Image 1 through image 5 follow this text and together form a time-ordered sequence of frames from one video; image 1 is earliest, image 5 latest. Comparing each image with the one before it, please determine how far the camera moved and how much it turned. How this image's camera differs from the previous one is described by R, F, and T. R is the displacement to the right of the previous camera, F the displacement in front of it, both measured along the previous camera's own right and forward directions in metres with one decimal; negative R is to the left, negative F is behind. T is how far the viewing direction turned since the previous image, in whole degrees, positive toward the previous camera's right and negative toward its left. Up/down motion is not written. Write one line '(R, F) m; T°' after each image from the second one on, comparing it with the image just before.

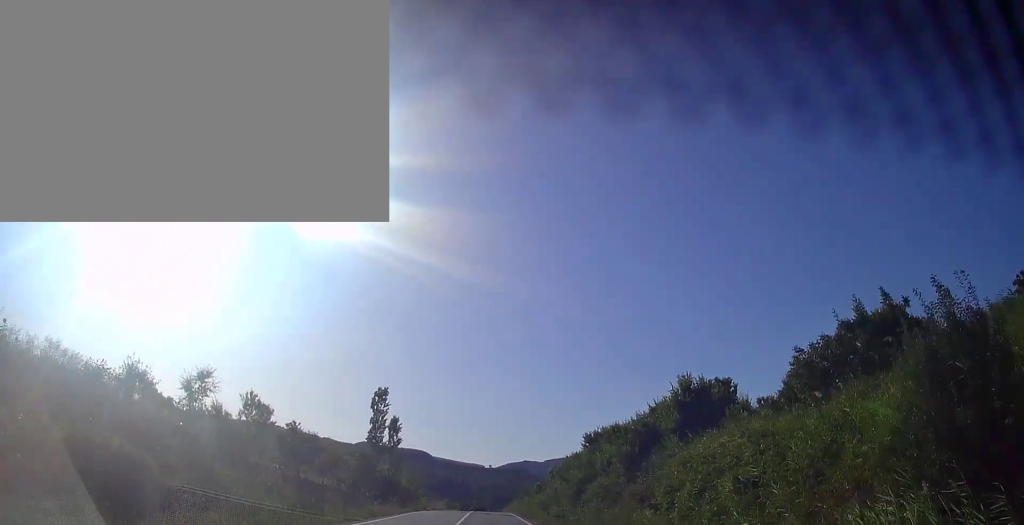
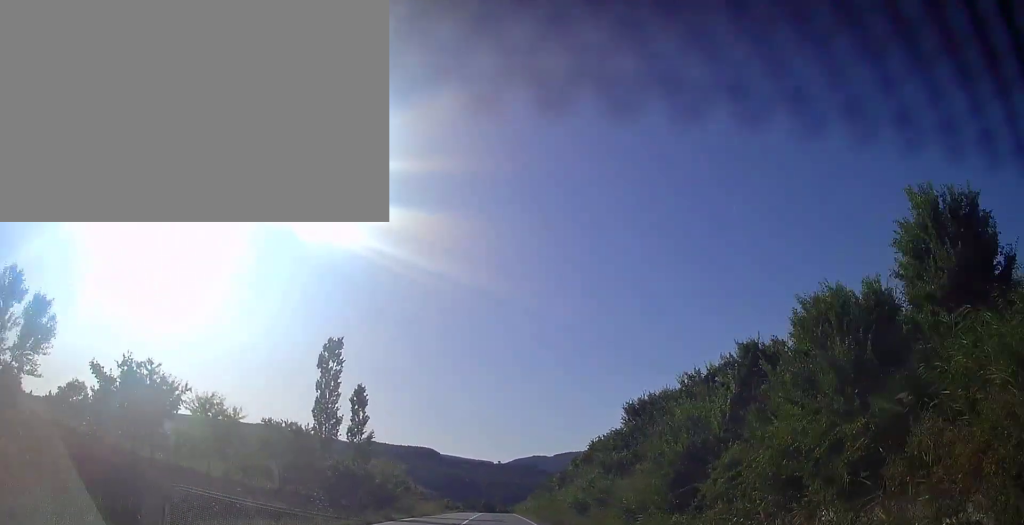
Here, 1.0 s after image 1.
(-0.1, +20.8) m; -1°
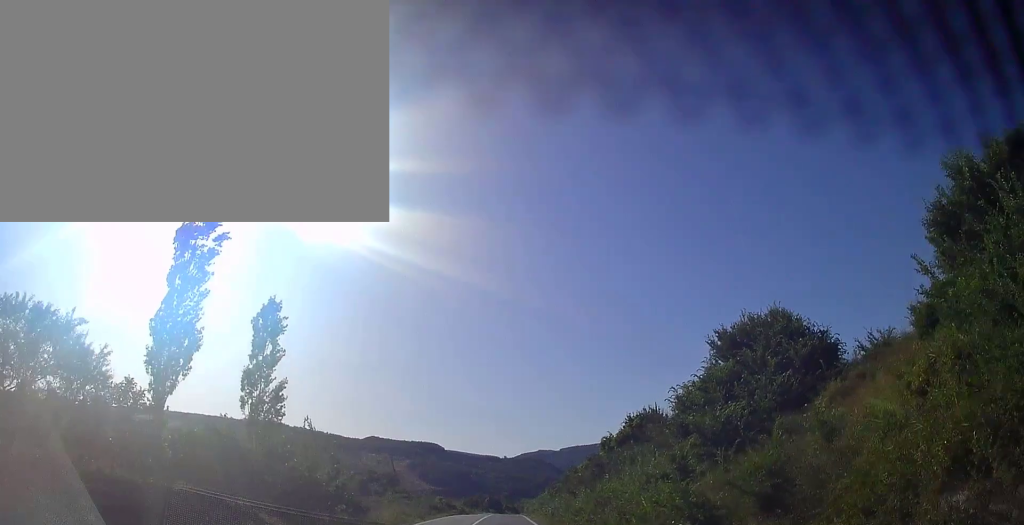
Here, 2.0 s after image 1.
(-0.1, +22.4) m; -1°
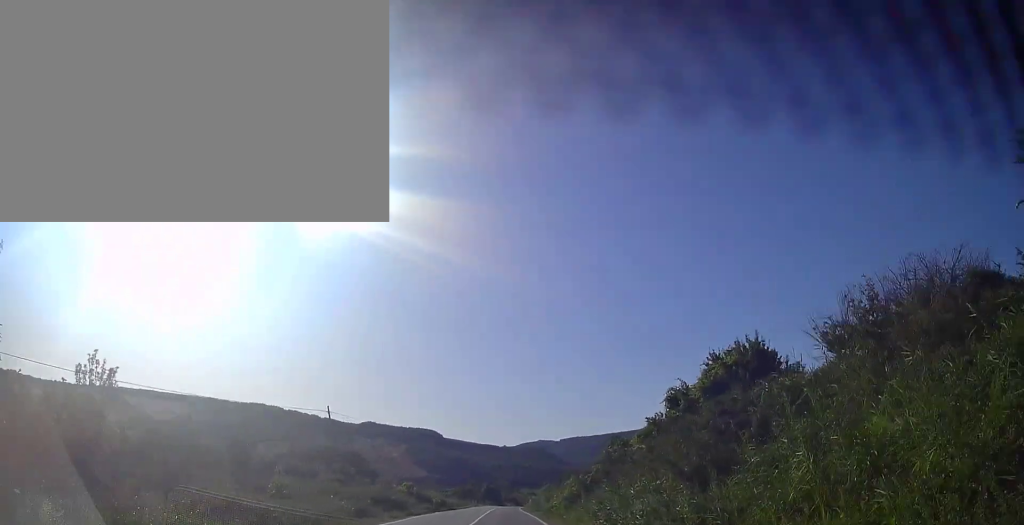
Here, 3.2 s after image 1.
(-0.2, +27.1) m; 0°
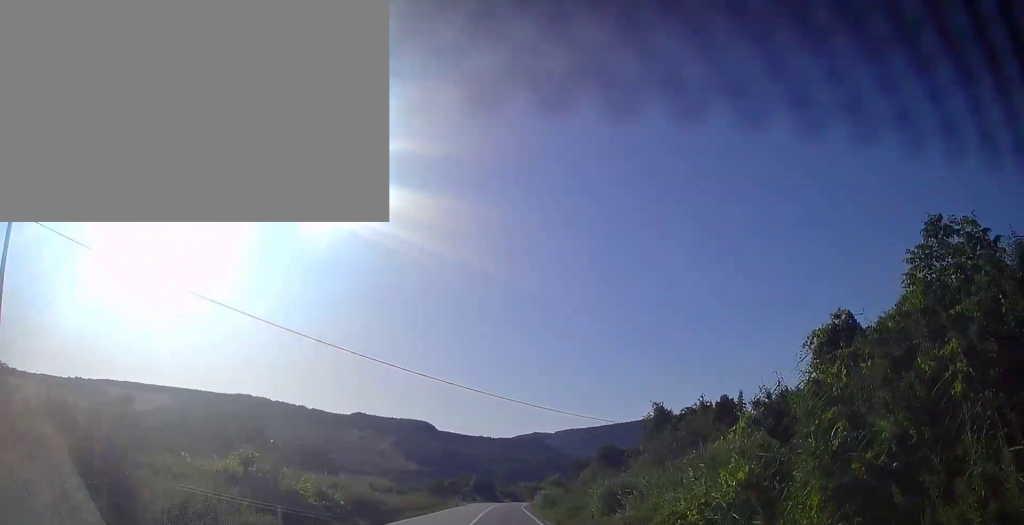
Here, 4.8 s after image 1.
(+0.1, +33.9) m; 0°
